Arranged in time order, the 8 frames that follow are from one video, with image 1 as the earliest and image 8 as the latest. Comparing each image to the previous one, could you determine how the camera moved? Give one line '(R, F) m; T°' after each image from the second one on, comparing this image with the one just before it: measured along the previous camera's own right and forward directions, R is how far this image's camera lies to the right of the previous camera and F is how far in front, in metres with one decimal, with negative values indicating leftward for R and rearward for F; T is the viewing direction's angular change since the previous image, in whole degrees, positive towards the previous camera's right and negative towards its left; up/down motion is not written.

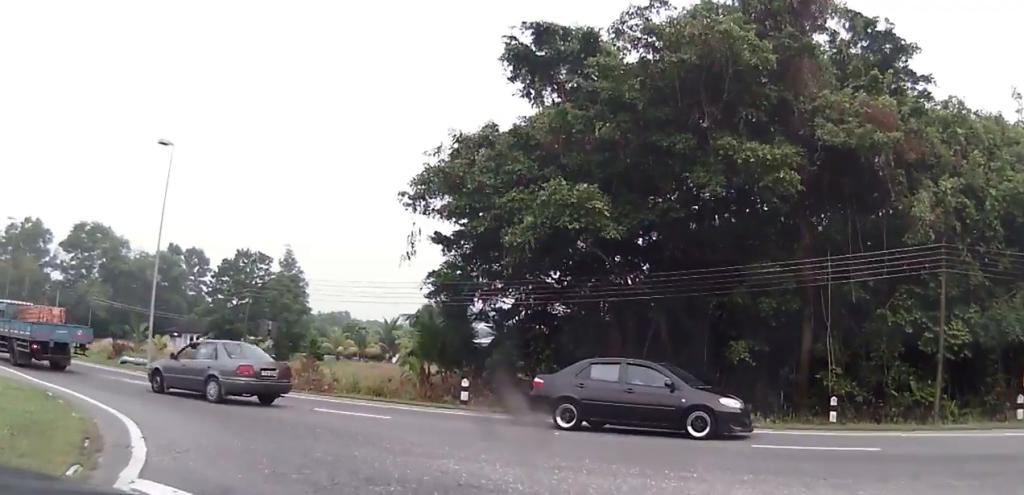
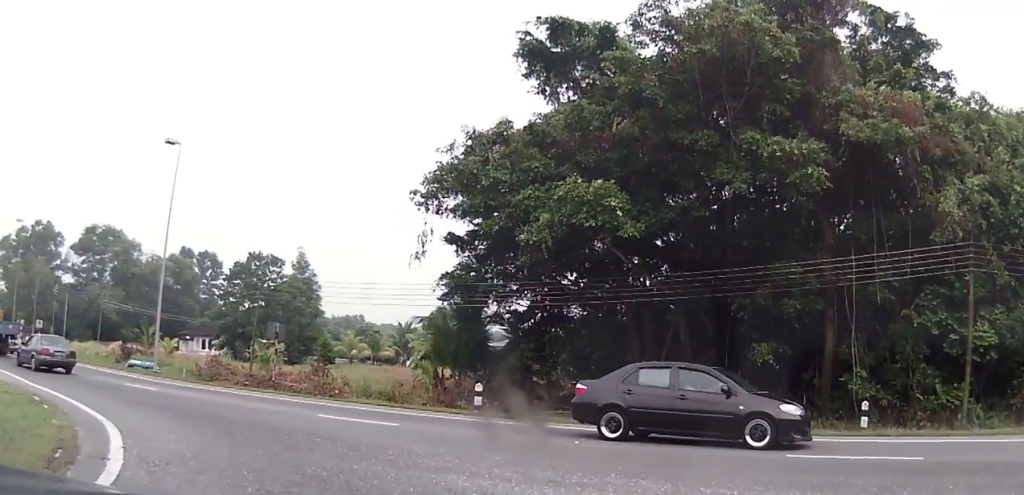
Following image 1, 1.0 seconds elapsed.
(-0.2, +1.2) m; 0°
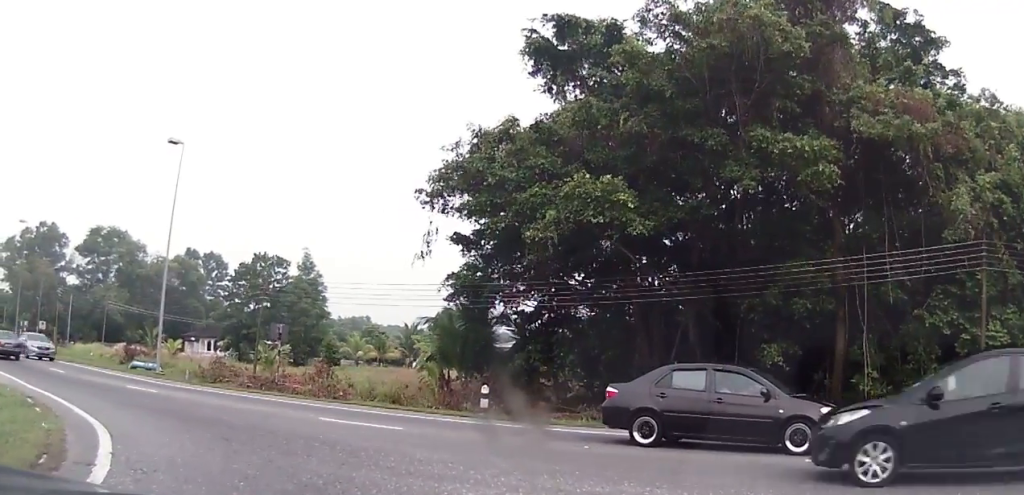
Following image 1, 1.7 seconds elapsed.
(-0.1, +0.6) m; 0°
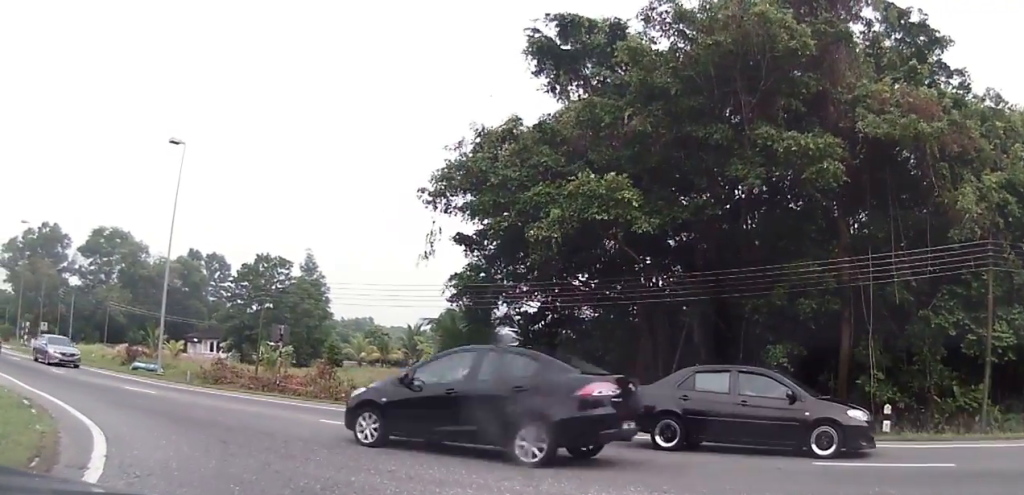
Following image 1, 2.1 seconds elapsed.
(0.0, +0.3) m; 0°
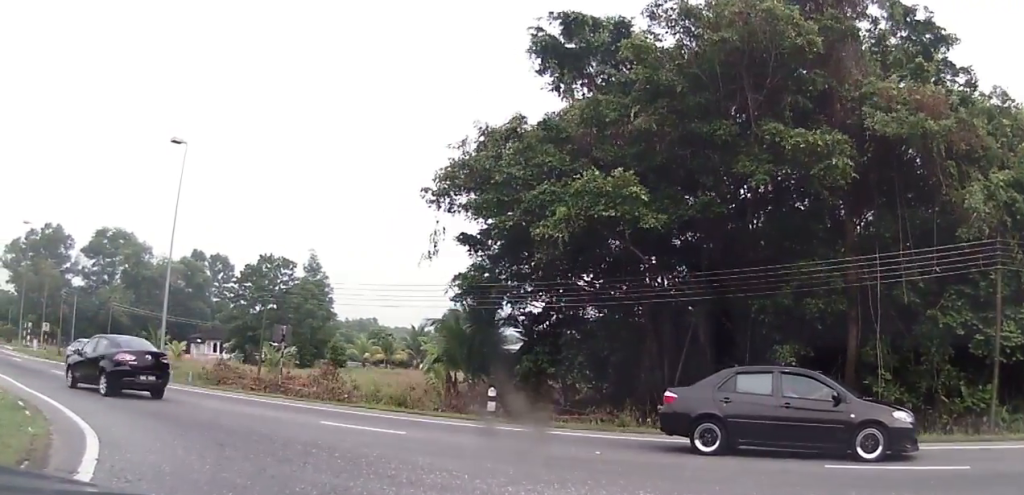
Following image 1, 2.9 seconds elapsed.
(-0.1, +0.5) m; 0°
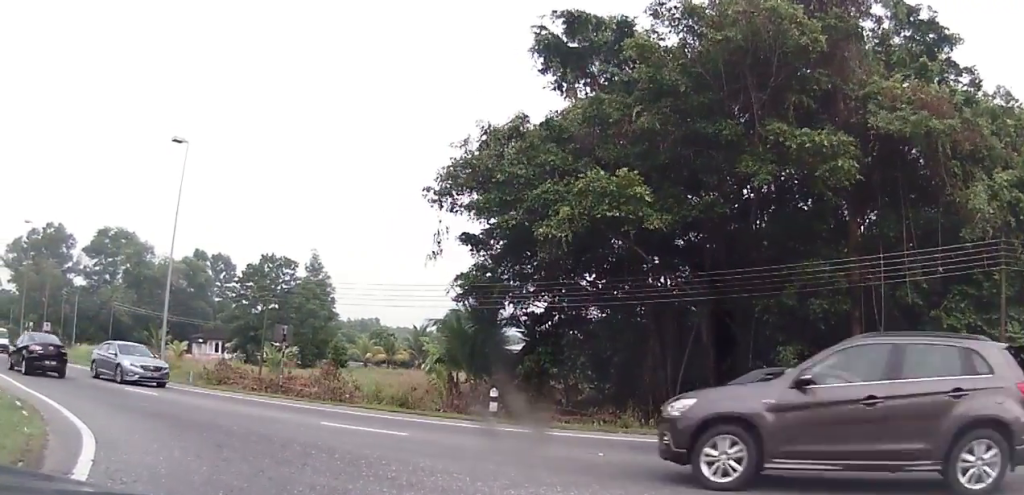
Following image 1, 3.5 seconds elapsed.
(-0.1, +0.3) m; 0°
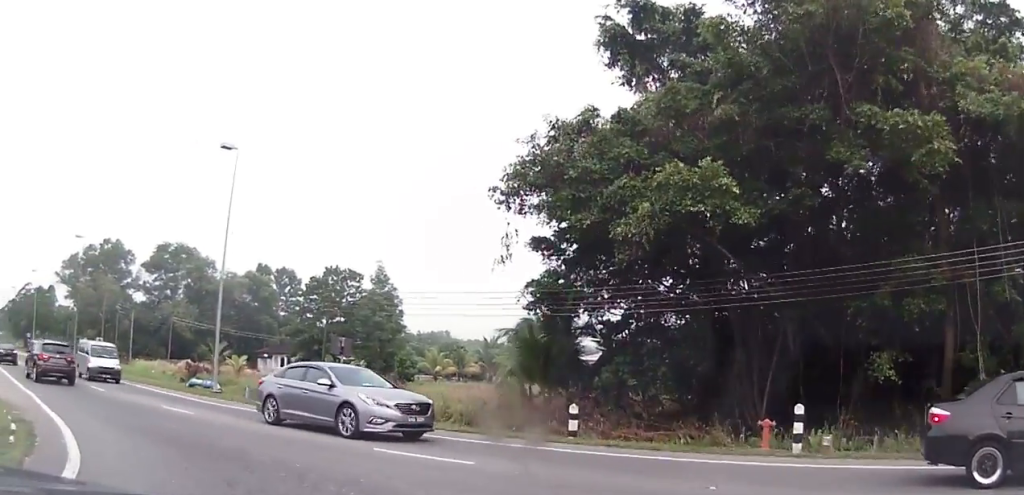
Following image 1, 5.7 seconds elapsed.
(-0.2, +1.0) m; -5°
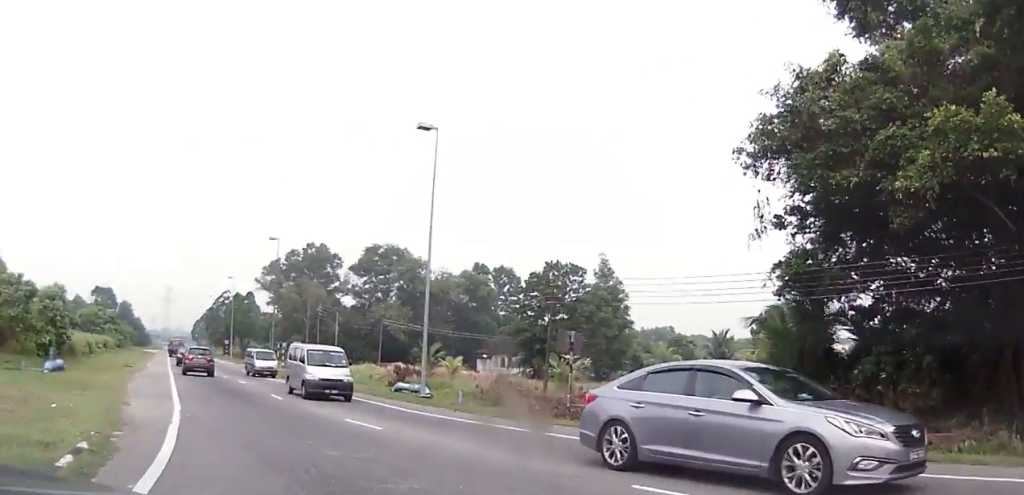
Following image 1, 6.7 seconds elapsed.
(-0.3, +1.9) m; -16°
